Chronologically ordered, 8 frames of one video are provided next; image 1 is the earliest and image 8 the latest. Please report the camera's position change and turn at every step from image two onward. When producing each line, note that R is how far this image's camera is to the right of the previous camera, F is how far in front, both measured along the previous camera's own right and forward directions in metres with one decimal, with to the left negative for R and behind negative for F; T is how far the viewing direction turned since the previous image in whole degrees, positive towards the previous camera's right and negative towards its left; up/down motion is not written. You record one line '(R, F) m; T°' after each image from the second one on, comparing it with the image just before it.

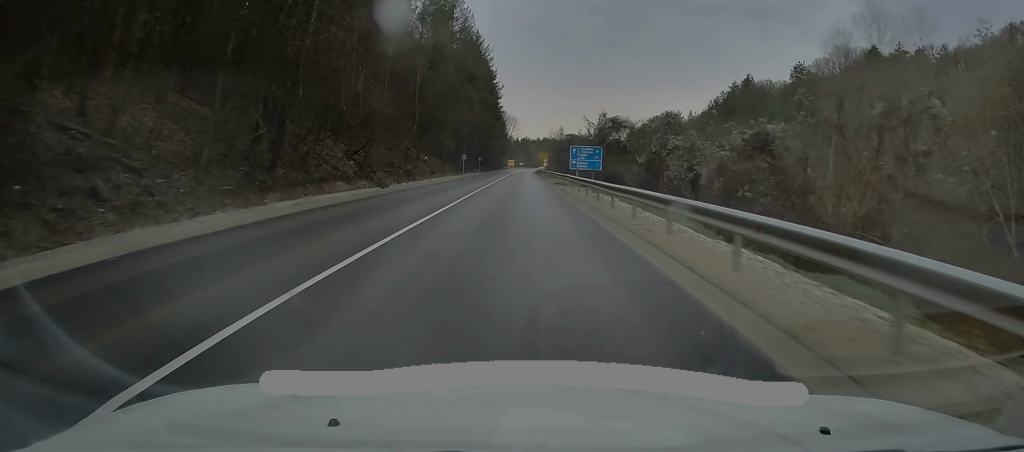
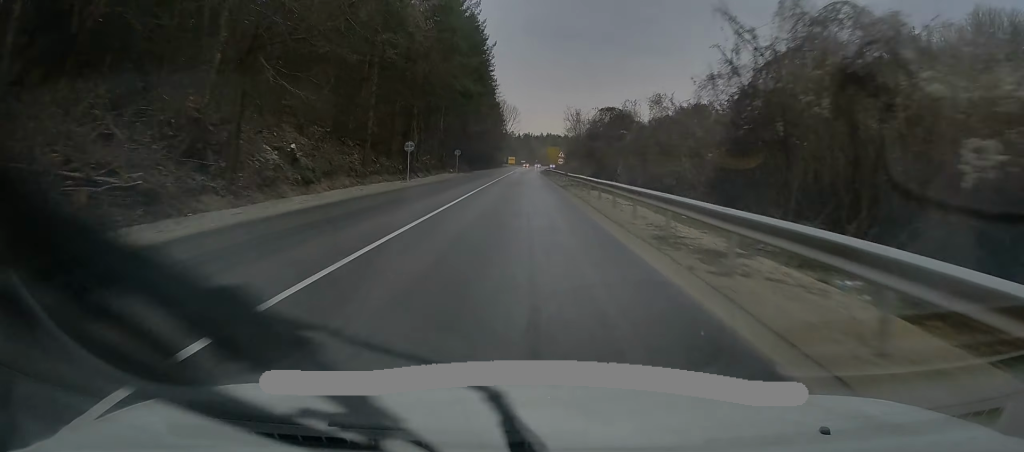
(-0.2, +40.4) m; 0°
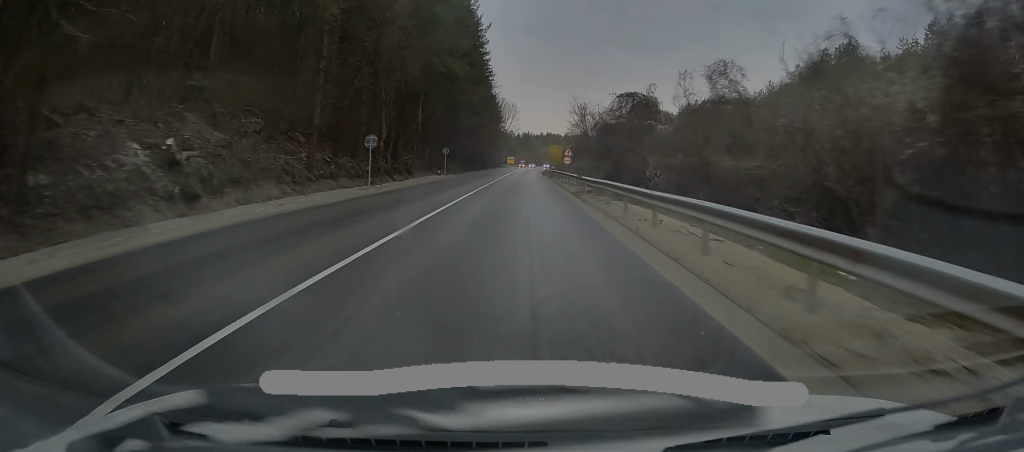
(+0.1, +10.7) m; 0°
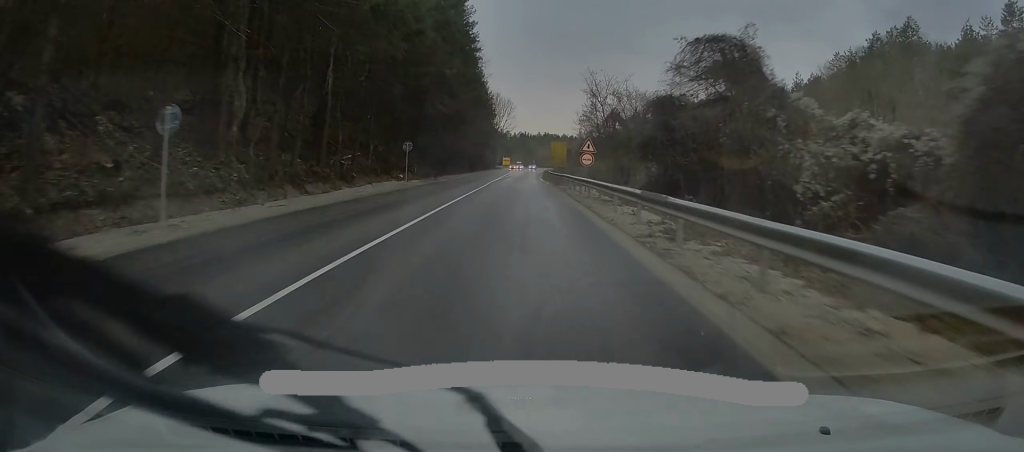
(+0.1, +19.1) m; 0°
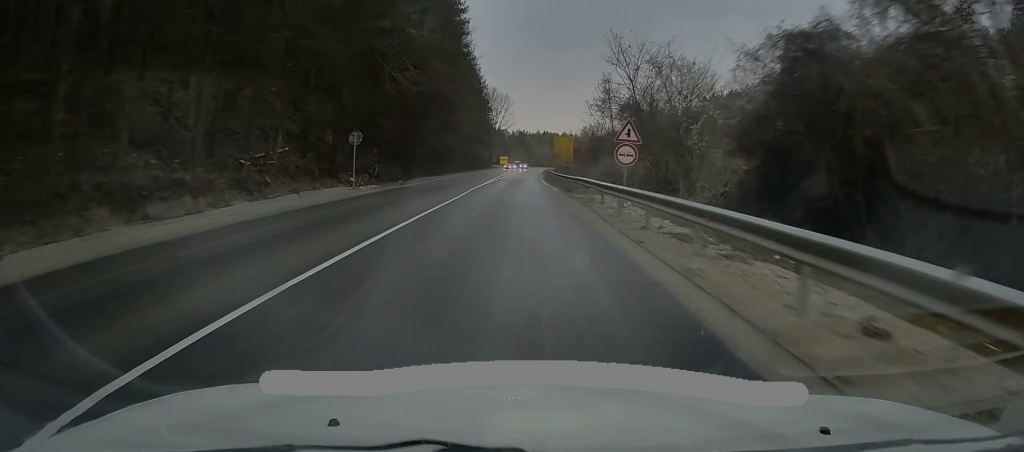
(0.0, +13.4) m; 0°
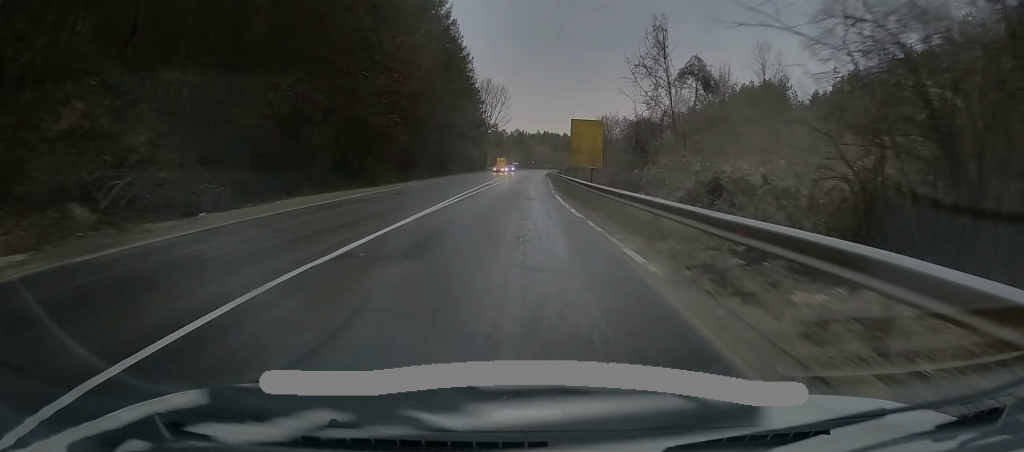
(-0.2, +25.8) m; 0°
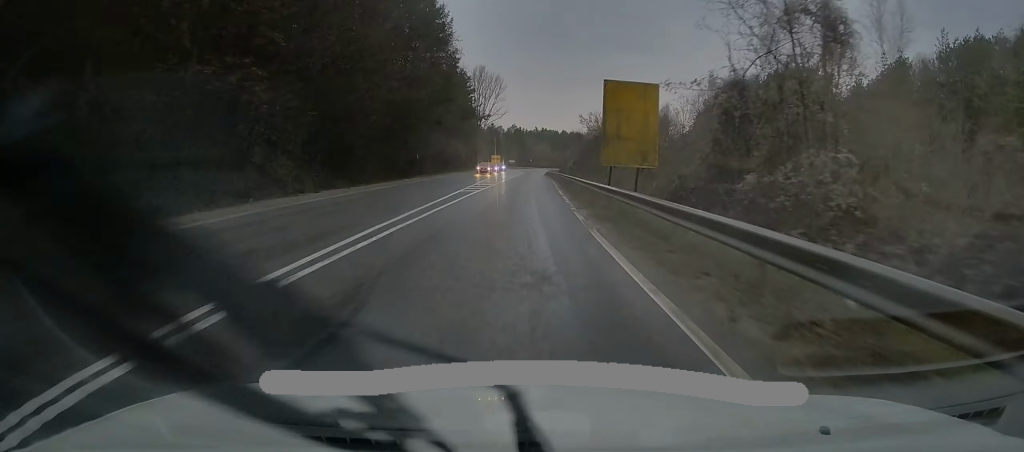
(0.0, +18.1) m; 0°
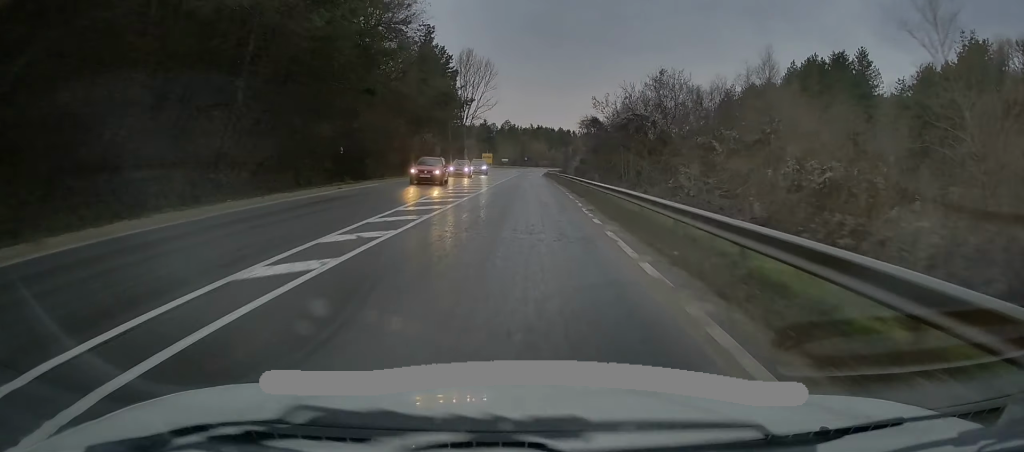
(+0.1, +22.4) m; 0°
